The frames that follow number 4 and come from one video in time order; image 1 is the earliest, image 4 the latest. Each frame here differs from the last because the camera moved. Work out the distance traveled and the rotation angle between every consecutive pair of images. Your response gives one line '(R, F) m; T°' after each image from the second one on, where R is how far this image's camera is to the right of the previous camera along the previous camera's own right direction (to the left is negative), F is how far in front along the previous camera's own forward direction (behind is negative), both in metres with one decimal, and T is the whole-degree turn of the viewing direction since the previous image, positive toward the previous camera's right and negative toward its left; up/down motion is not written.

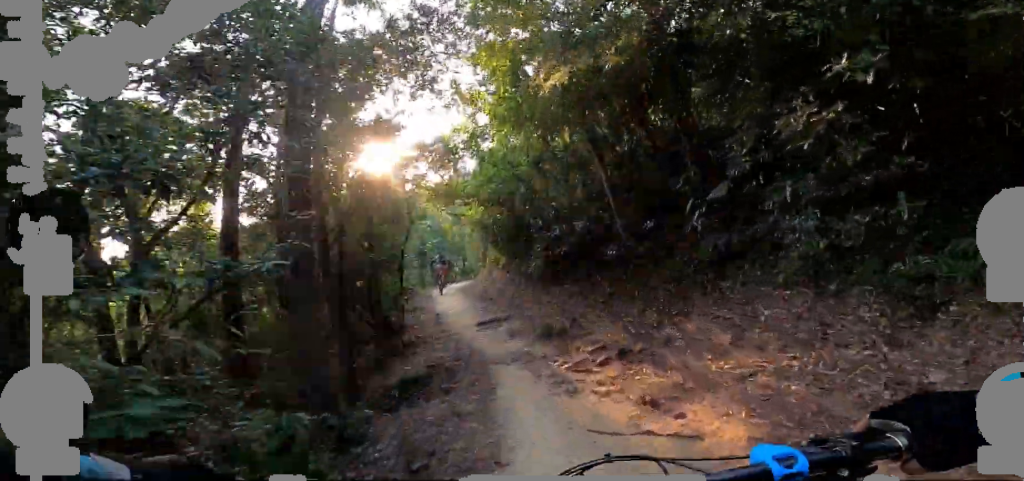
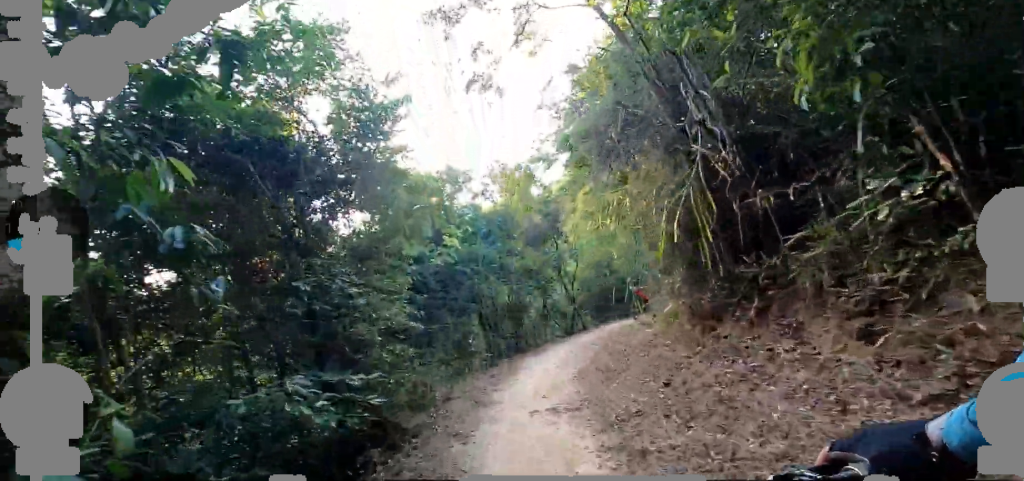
(-2.4, +12.6) m; +8°
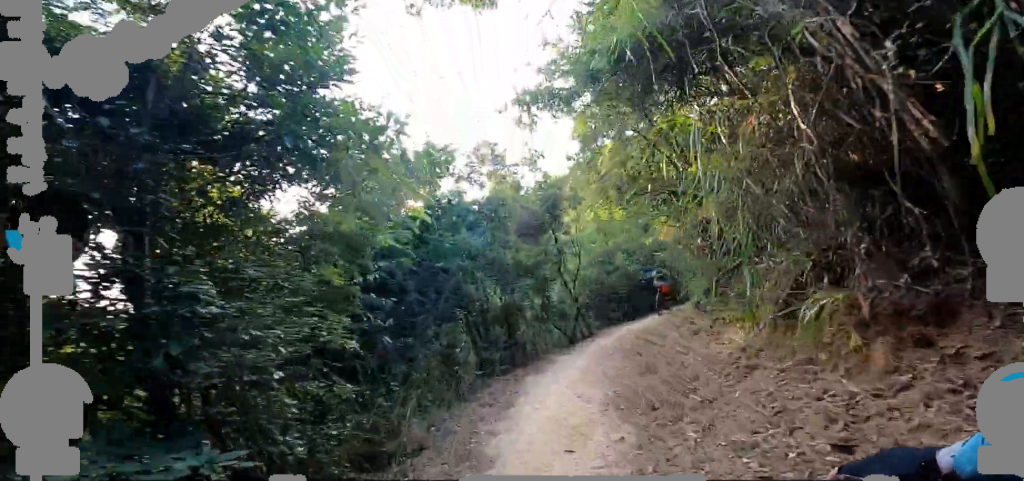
(0.0, +2.1) m; +10°
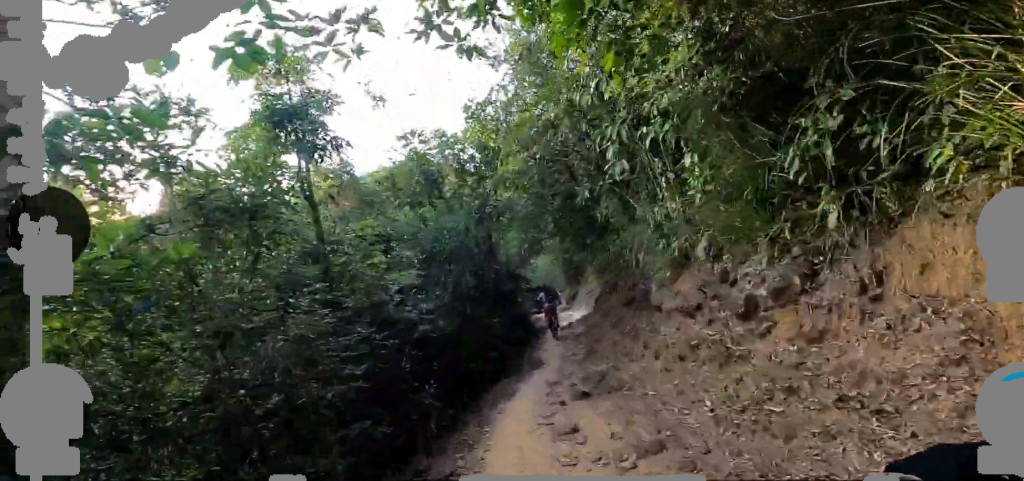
(+2.0, +9.3) m; +17°
